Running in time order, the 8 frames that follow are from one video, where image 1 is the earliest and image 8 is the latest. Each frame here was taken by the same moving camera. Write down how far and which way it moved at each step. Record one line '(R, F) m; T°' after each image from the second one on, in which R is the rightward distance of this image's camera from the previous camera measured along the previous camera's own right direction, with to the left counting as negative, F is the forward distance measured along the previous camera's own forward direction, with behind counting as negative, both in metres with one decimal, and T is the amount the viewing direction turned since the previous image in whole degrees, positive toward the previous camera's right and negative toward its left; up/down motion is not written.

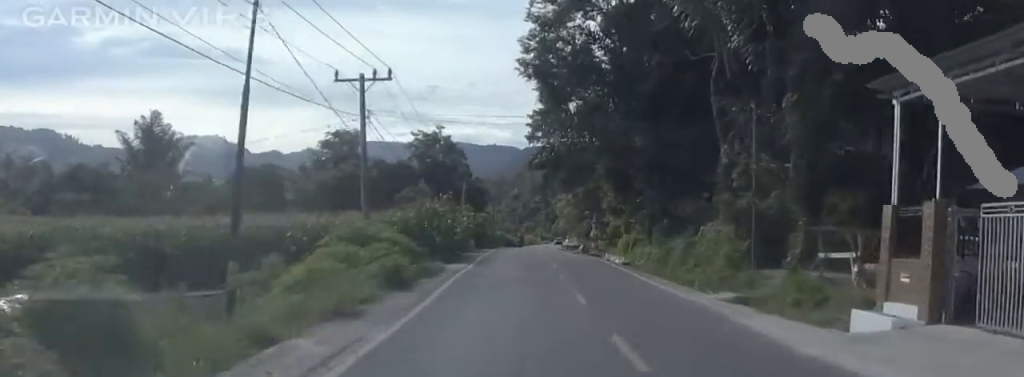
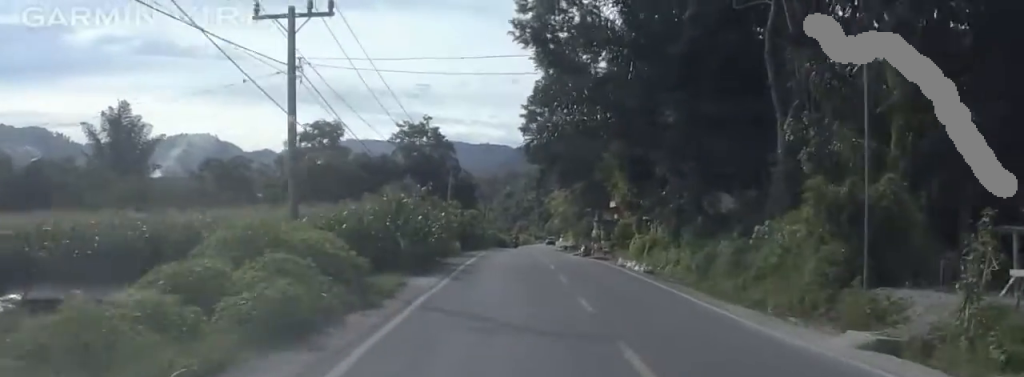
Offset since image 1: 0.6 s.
(-0.2, +9.0) m; +3°
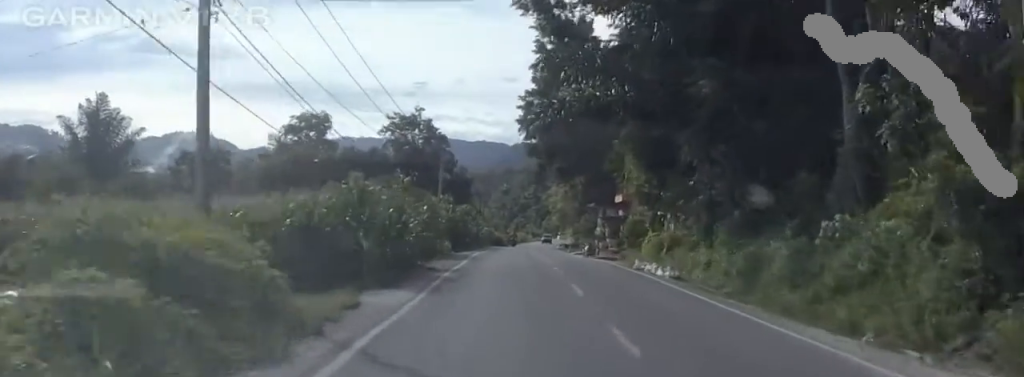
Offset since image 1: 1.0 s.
(+0.2, +6.0) m; +1°
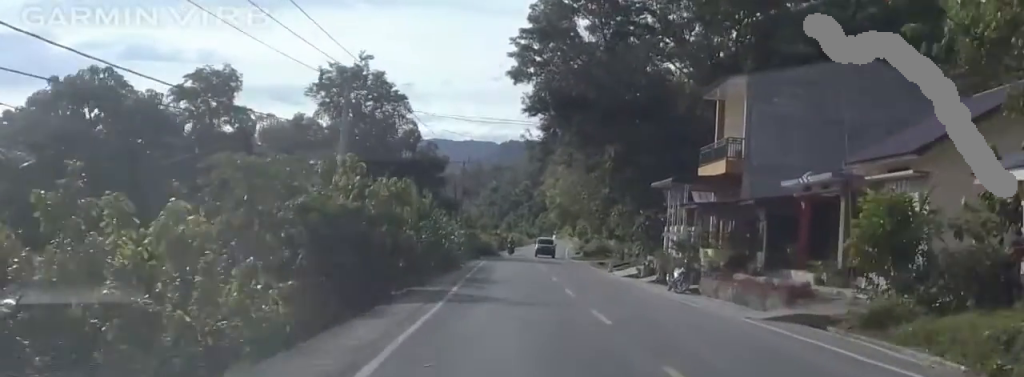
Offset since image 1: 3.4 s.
(+1.5, +35.5) m; +3°
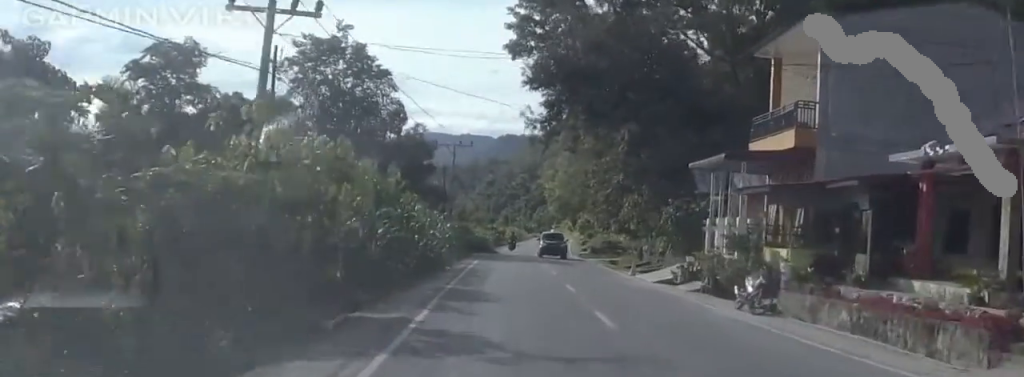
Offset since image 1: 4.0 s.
(+0.3, +9.1) m; -1°
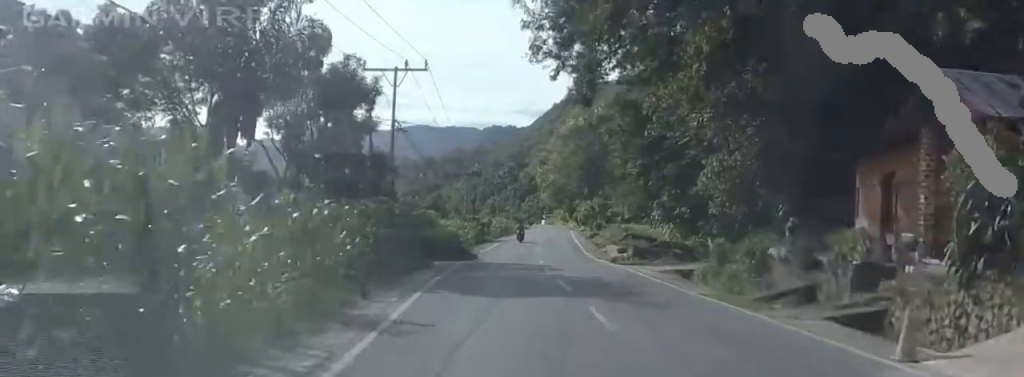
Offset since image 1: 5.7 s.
(-0.8, +25.7) m; -3°
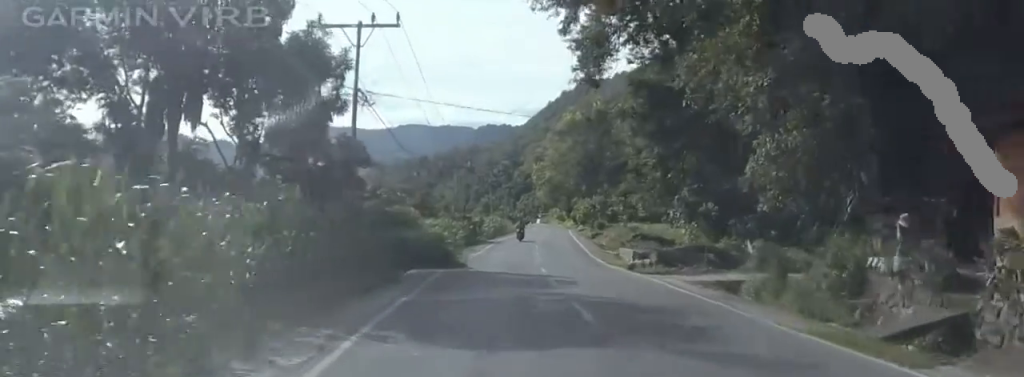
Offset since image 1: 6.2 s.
(-0.4, +7.1) m; 0°
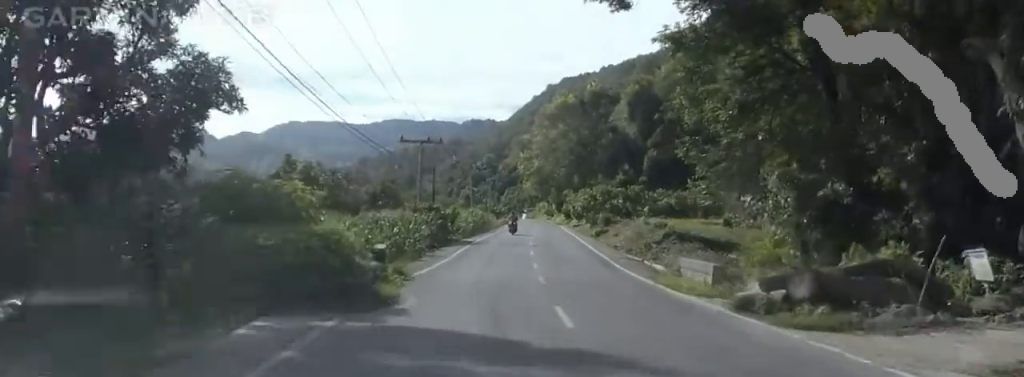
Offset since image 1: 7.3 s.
(0.0, +16.6) m; +4°
